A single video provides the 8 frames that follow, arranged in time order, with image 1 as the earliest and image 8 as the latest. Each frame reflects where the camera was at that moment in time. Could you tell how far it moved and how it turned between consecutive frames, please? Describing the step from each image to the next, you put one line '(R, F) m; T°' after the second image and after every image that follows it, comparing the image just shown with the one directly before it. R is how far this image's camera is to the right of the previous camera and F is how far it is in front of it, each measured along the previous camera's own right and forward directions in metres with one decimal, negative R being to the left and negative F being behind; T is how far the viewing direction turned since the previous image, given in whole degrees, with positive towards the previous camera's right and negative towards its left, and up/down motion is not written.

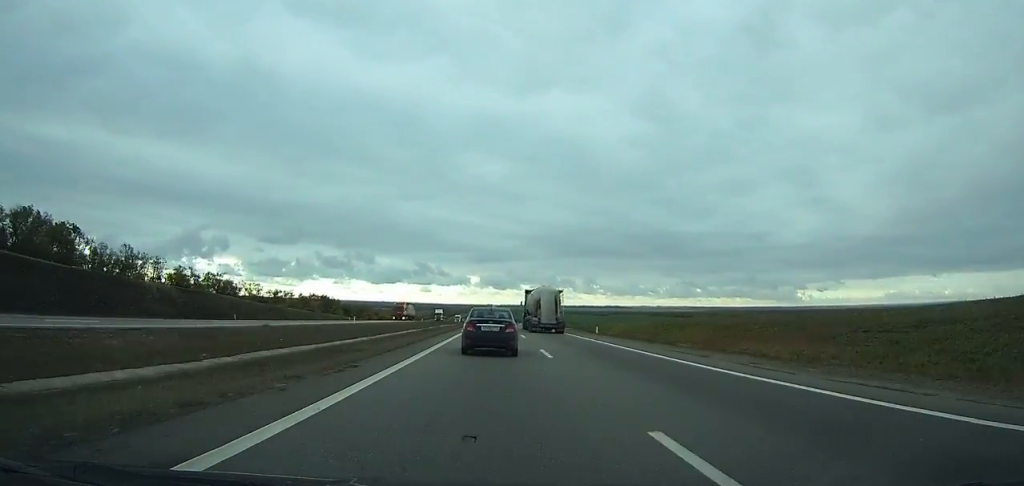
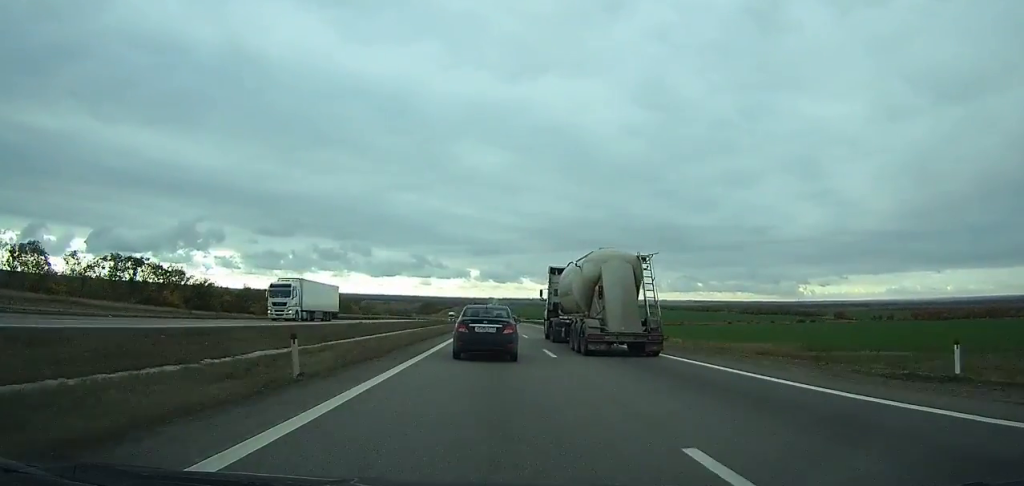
(-0.2, +144.7) m; 0°
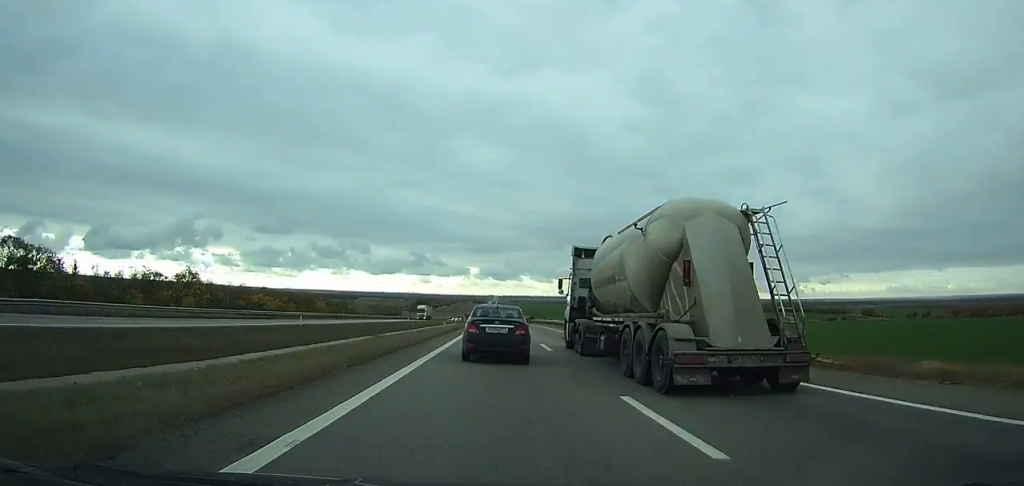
(0.0, +59.6) m; 0°
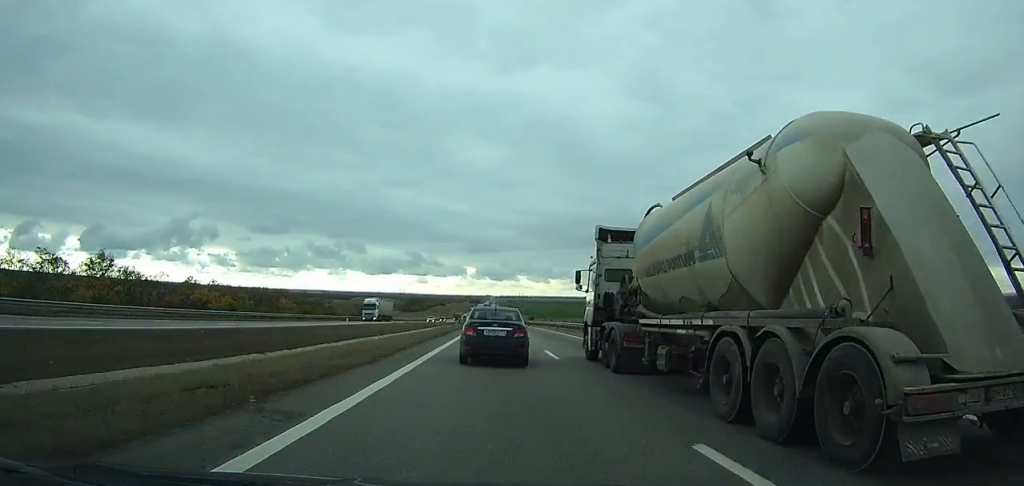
(0.0, +37.3) m; 0°
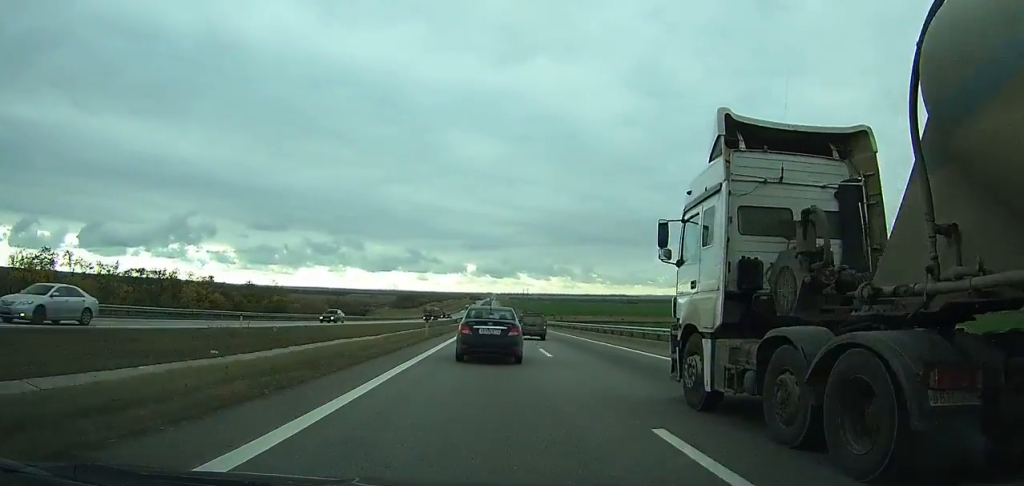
(-0.1, +63.5) m; 0°
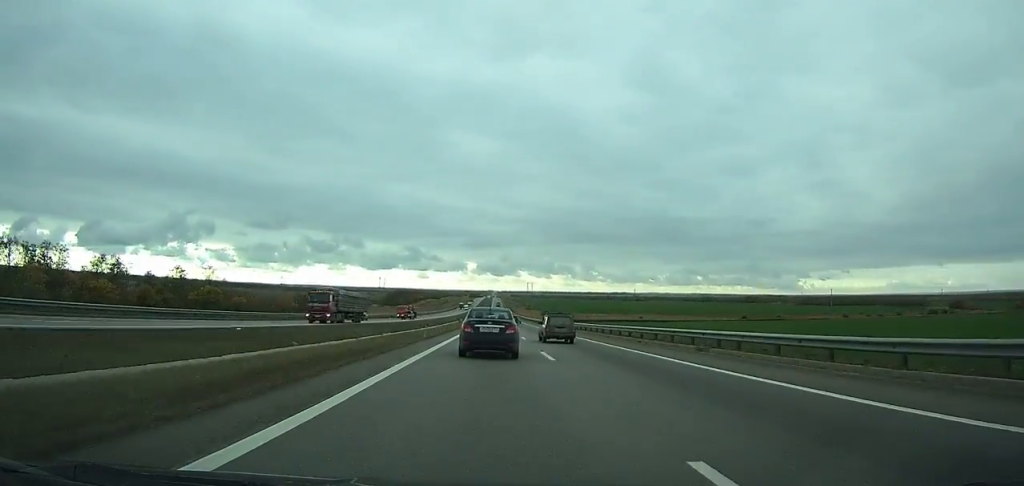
(+0.1, +50.7) m; 0°
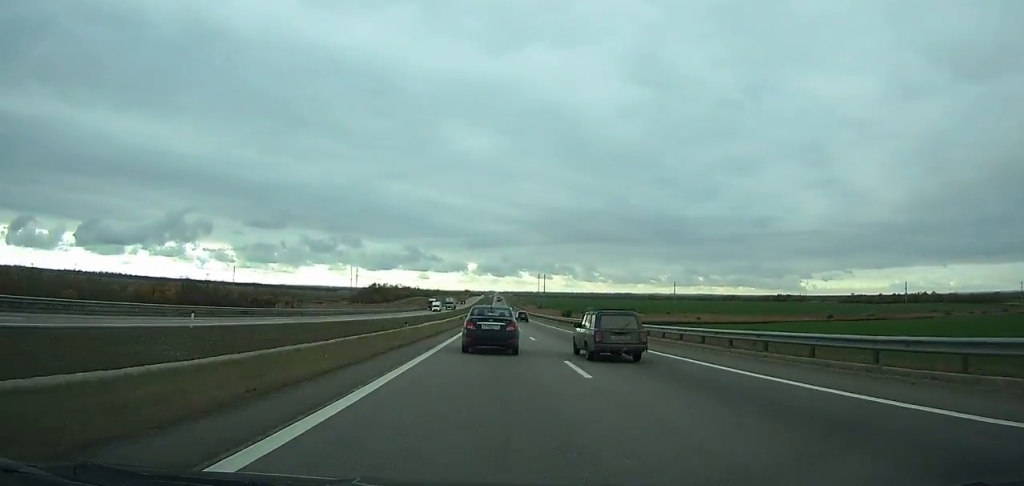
(0.0, +98.2) m; 0°
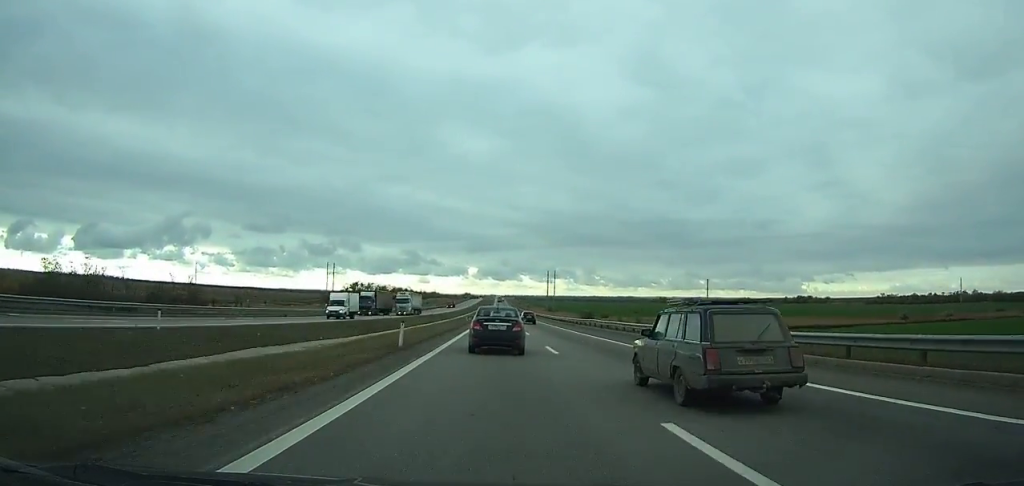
(0.0, +54.0) m; 0°
